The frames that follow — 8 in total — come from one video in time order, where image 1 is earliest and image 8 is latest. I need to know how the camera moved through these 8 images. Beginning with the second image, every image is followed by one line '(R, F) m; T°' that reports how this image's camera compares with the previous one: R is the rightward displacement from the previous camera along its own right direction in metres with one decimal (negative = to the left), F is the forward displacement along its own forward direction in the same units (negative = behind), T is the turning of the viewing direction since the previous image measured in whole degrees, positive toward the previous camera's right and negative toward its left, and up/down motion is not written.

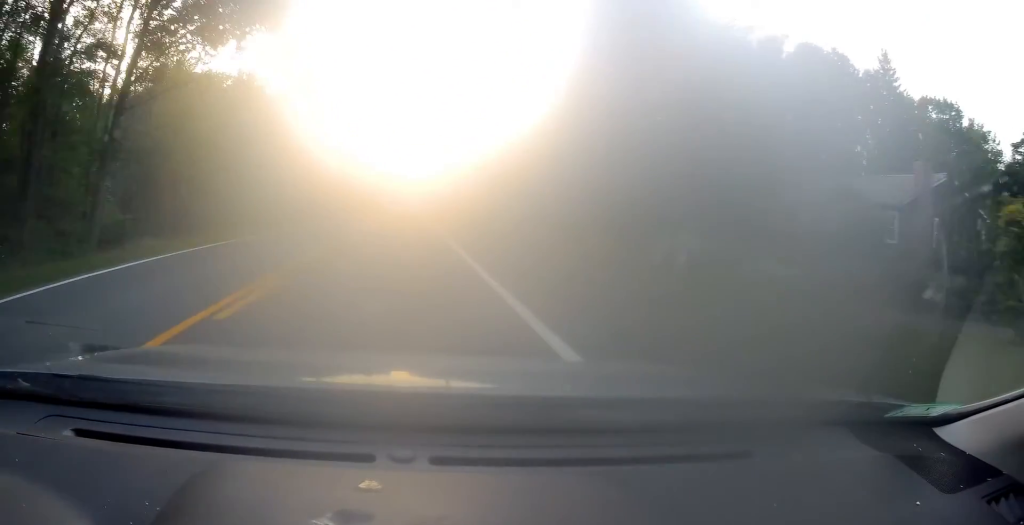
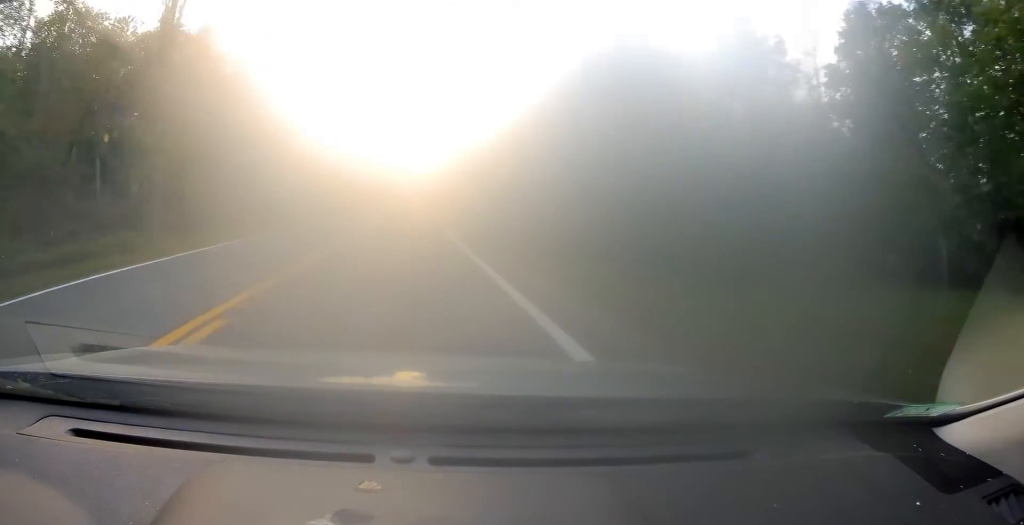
(-0.1, +28.3) m; -1°
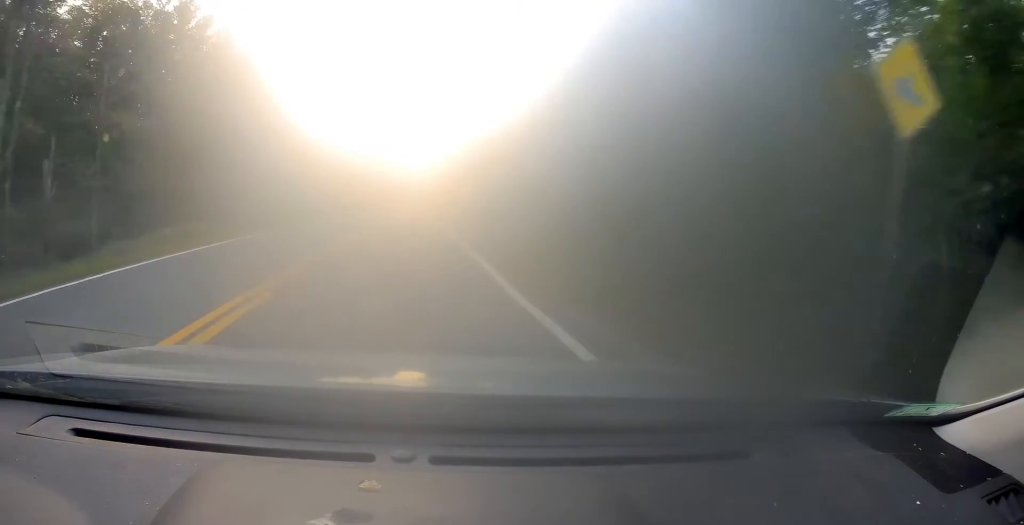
(0.0, +10.3) m; 0°
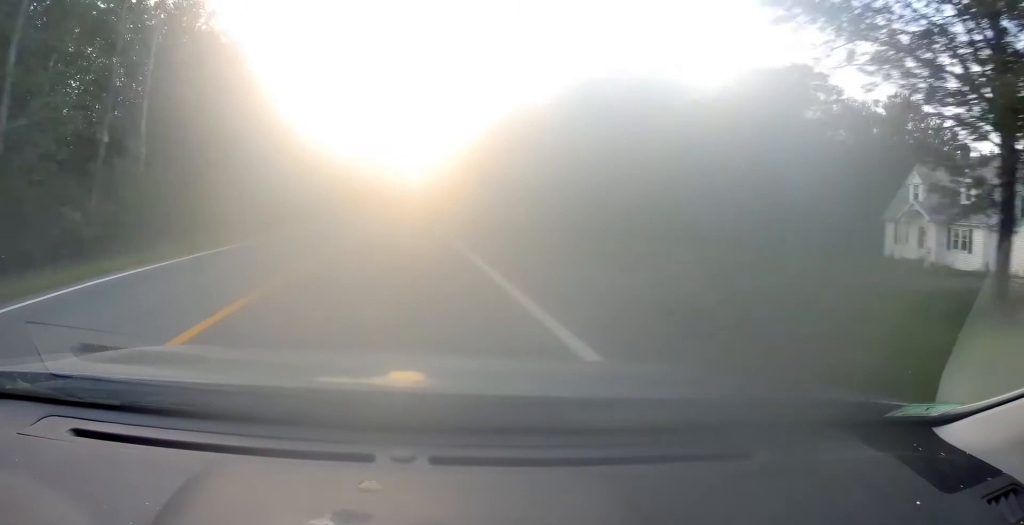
(-0.2, +17.4) m; 0°
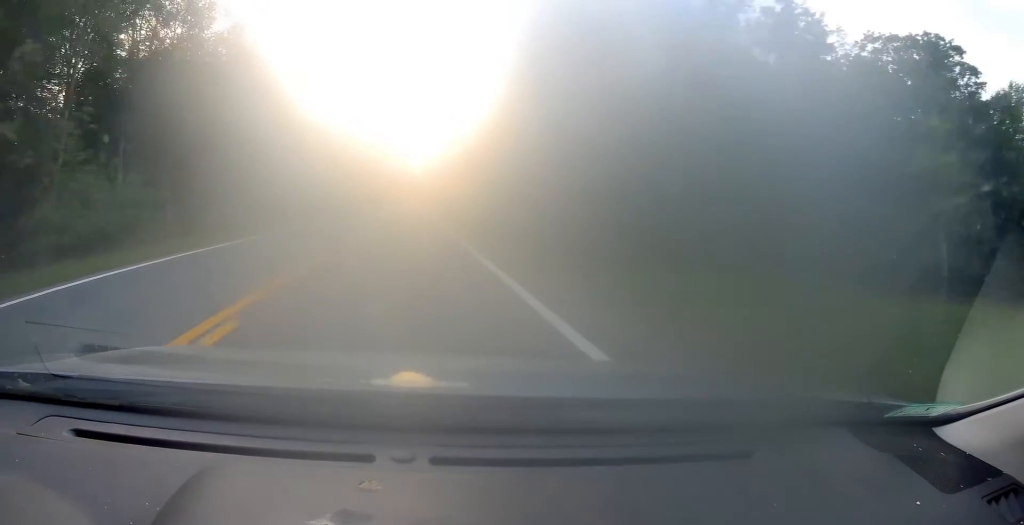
(+0.3, +20.7) m; 0°
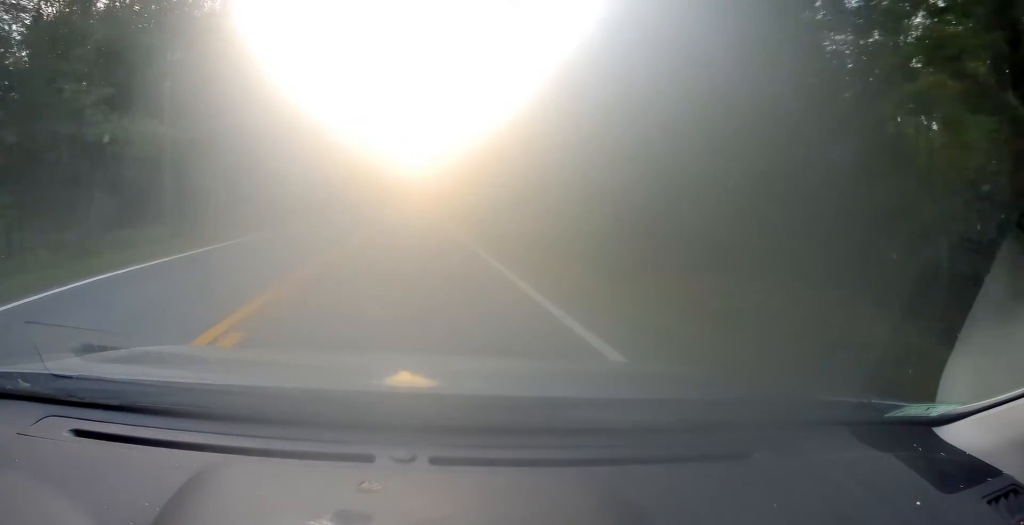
(-0.3, +25.6) m; 0°
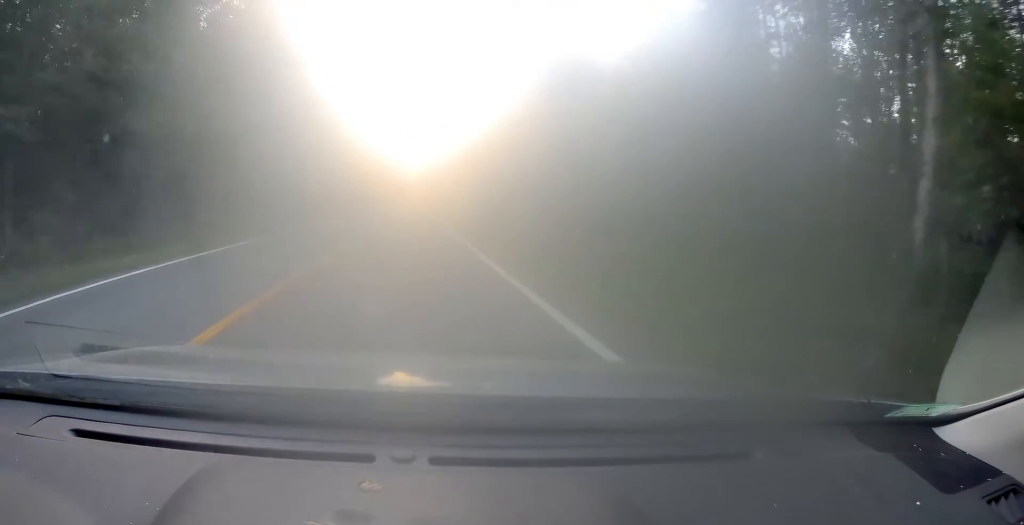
(+0.4, +28.0) m; +1°
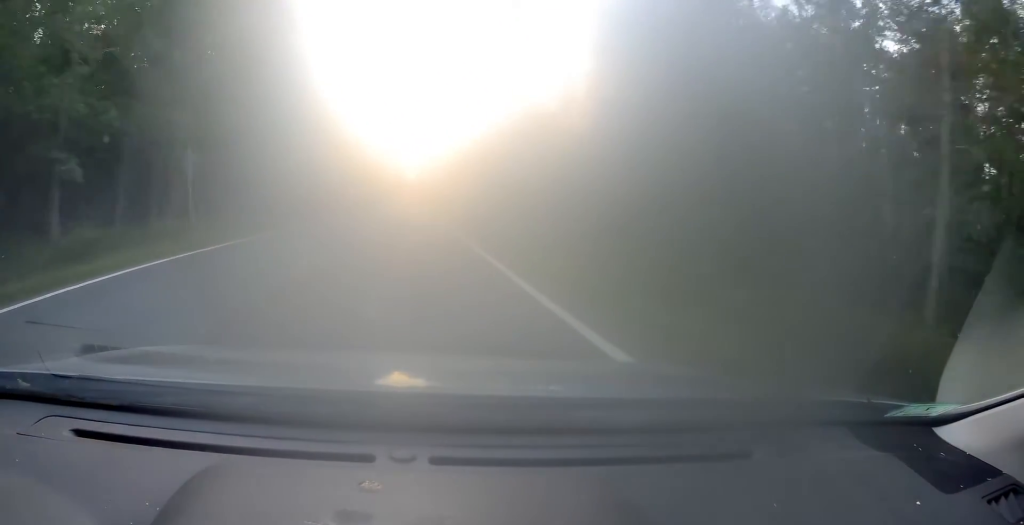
(-0.2, +24.4) m; 0°
